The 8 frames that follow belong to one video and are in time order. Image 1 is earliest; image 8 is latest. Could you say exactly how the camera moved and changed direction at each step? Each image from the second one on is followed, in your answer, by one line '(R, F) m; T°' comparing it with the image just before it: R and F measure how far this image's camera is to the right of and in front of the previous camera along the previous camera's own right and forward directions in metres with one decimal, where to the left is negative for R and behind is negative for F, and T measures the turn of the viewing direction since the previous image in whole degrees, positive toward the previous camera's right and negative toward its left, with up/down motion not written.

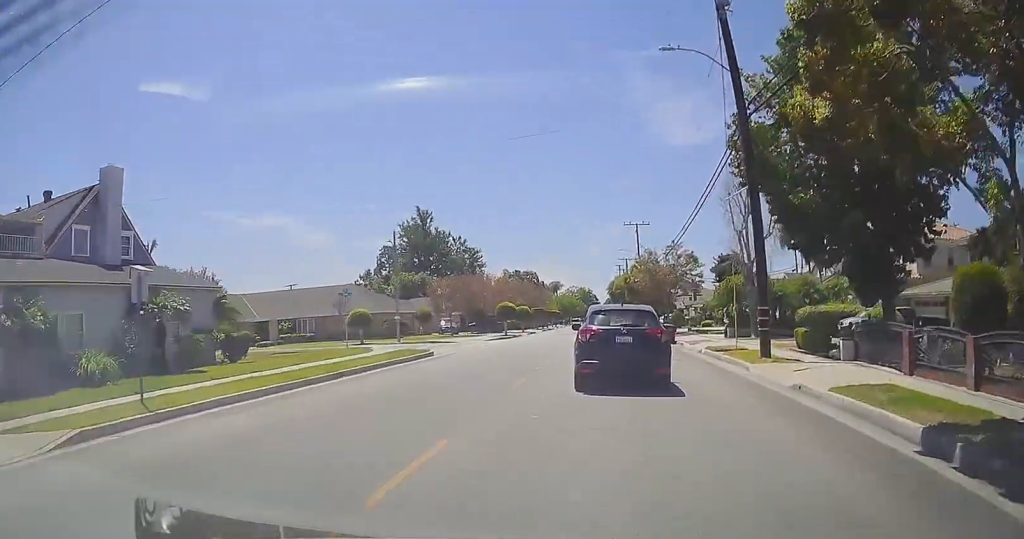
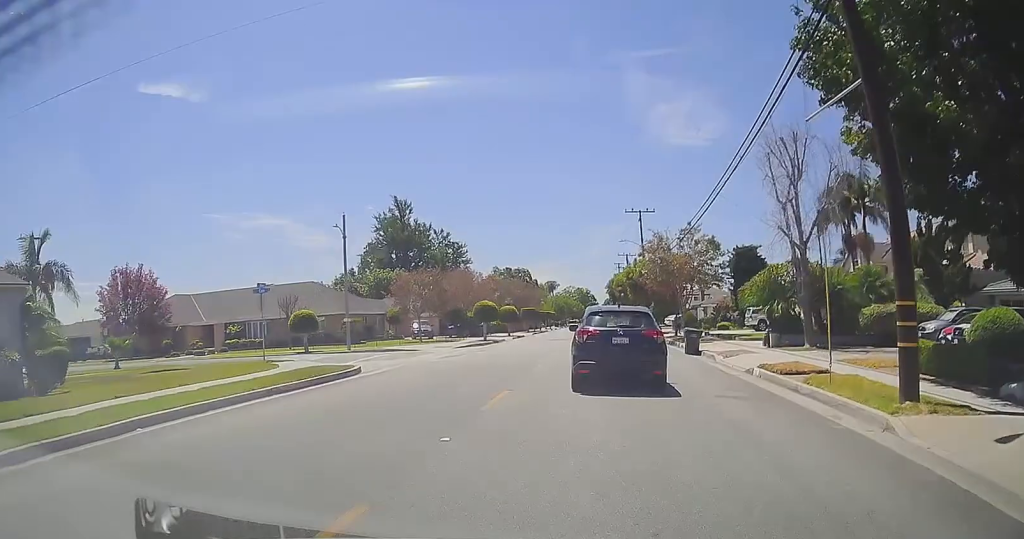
(+0.3, +10.2) m; +1°
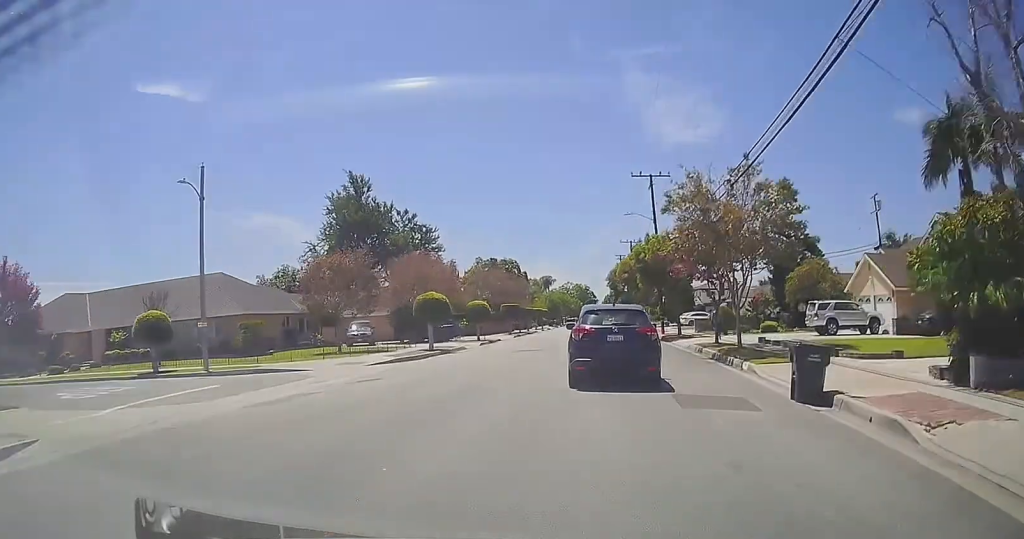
(+0.2, +15.9) m; -1°
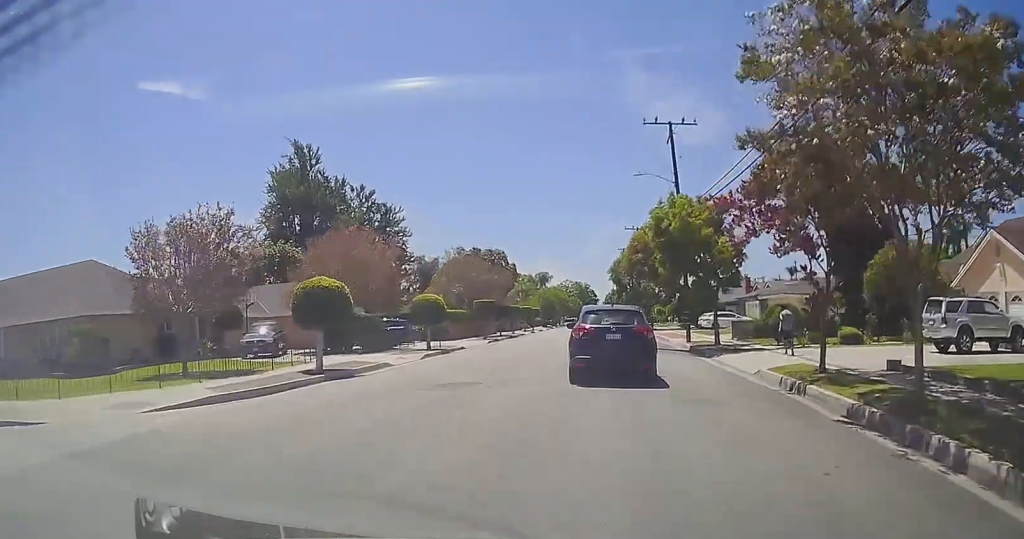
(-0.4, +14.6) m; -2°
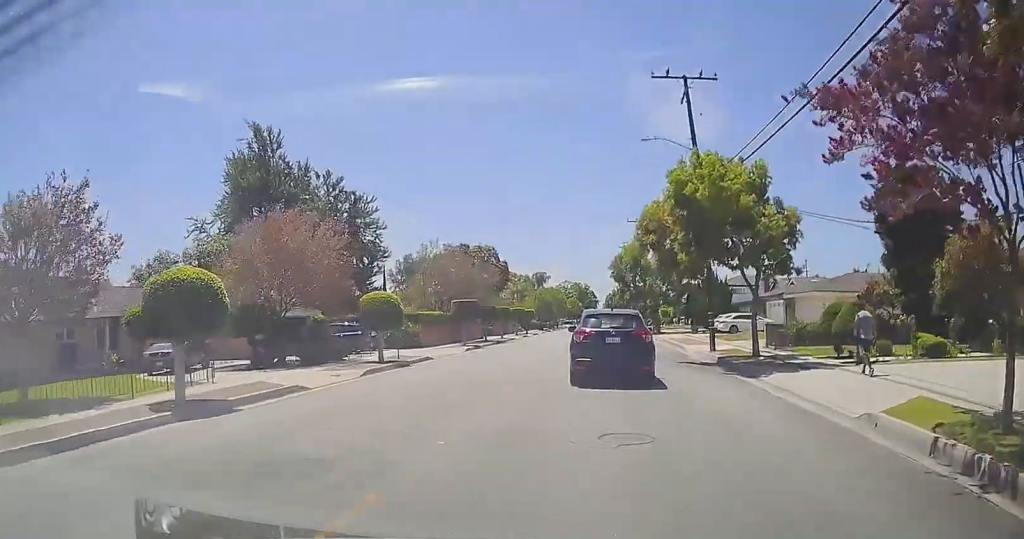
(-0.1, +7.5) m; 0°
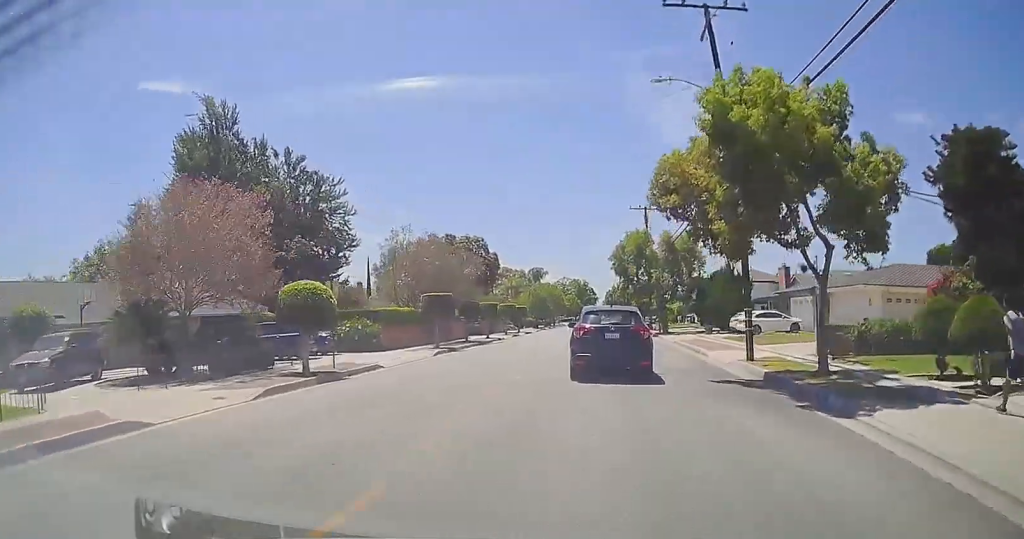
(-0.1, +7.0) m; +1°
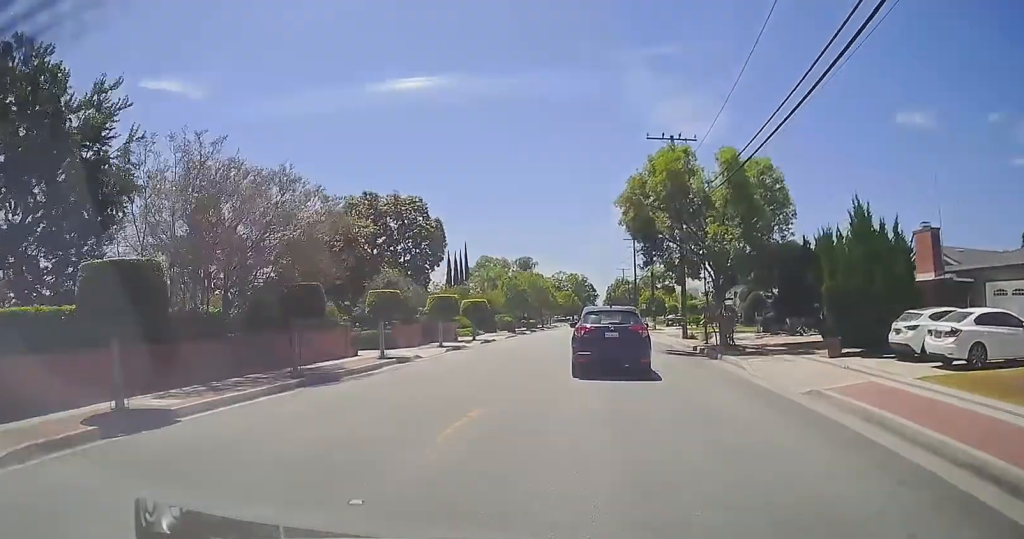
(+0.7, +25.2) m; +1°
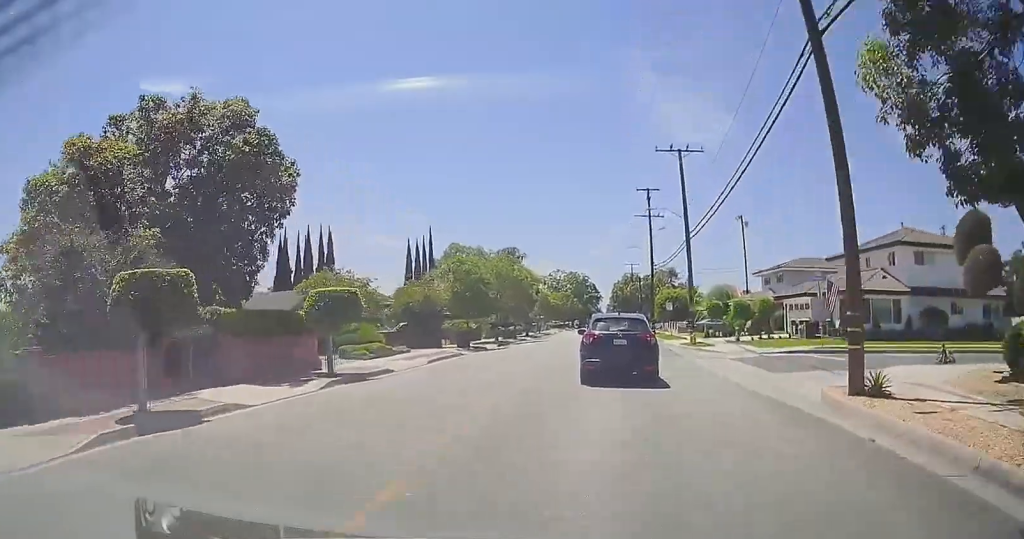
(-0.9, +25.5) m; -2°
